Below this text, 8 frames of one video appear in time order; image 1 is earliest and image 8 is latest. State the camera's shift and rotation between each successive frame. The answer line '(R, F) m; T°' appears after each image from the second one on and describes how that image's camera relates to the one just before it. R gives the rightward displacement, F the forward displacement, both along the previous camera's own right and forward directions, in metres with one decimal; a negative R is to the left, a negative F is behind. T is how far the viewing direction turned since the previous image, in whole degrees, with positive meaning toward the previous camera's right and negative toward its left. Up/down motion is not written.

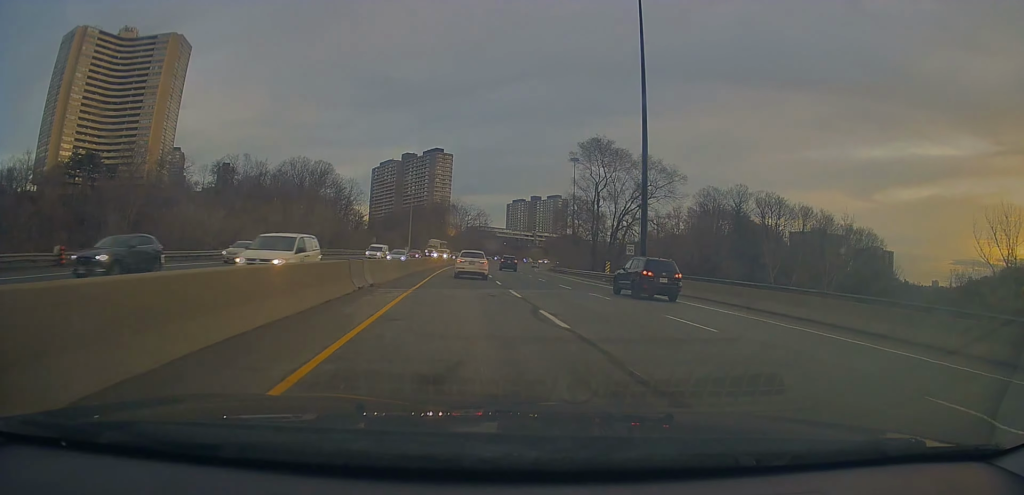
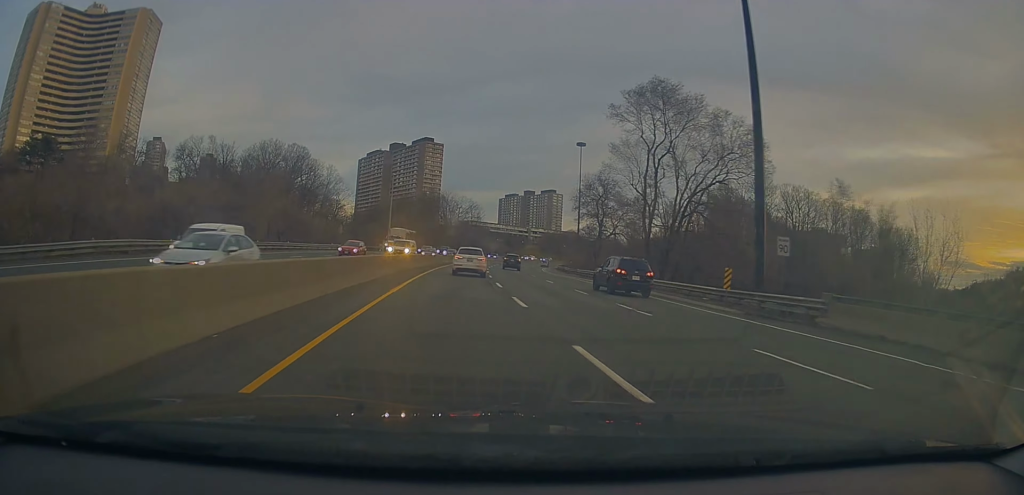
(0.0, +21.8) m; +1°
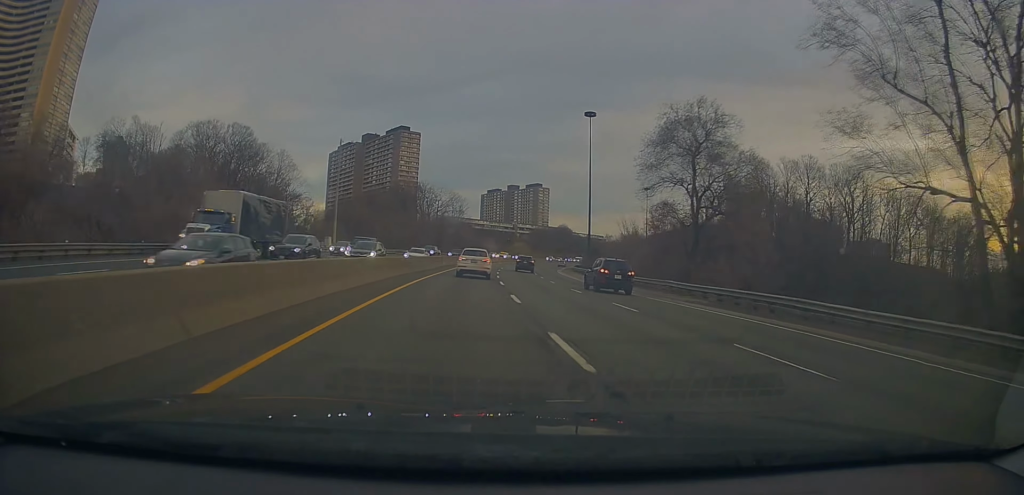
(+0.7, +33.9) m; +2°
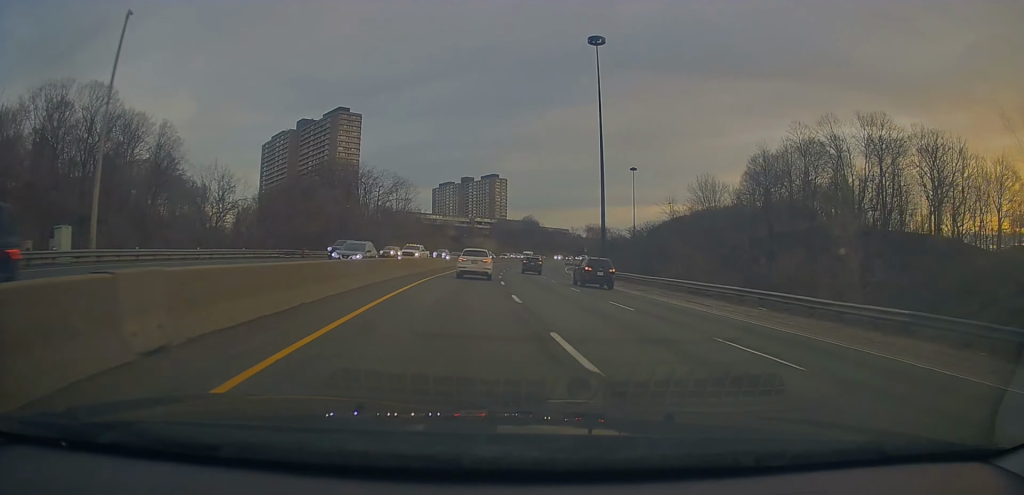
(+1.8, +45.0) m; +5°
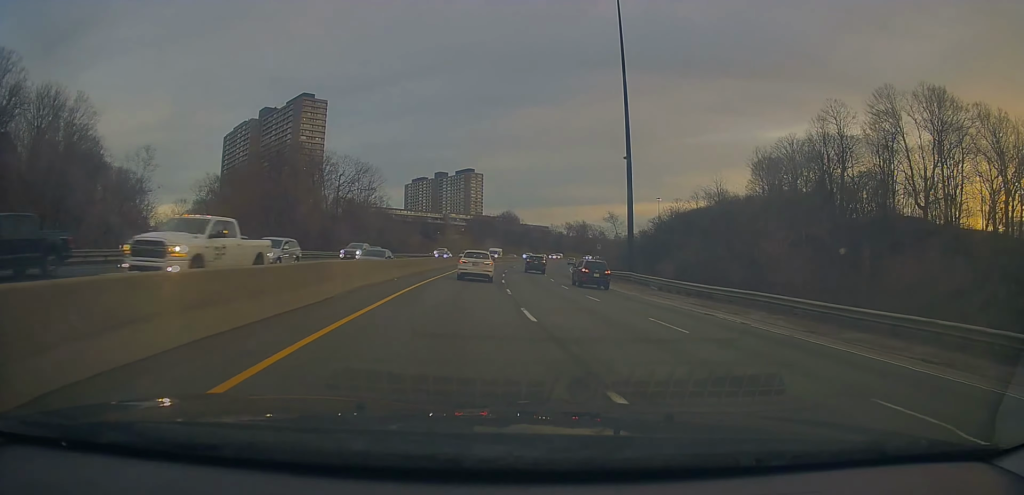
(+0.5, +23.2) m; +2°
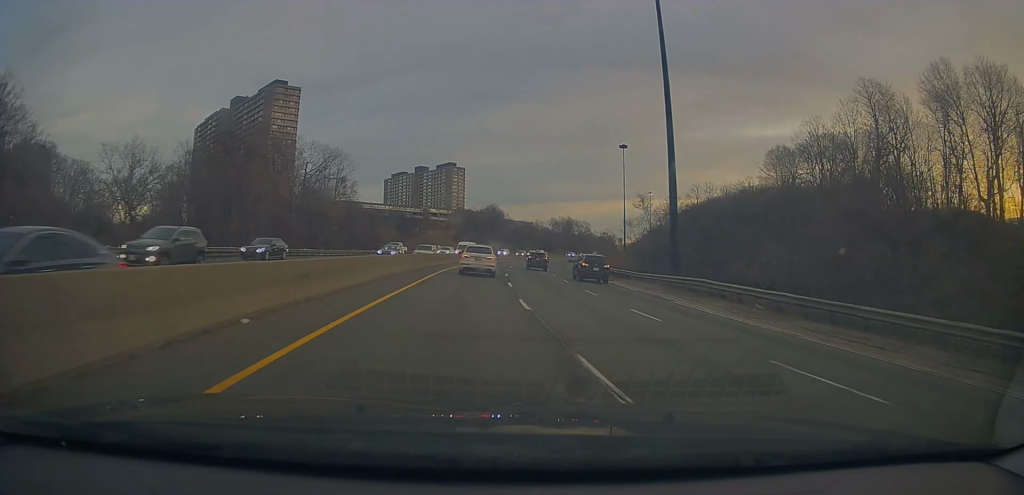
(0.0, +16.2) m; +2°
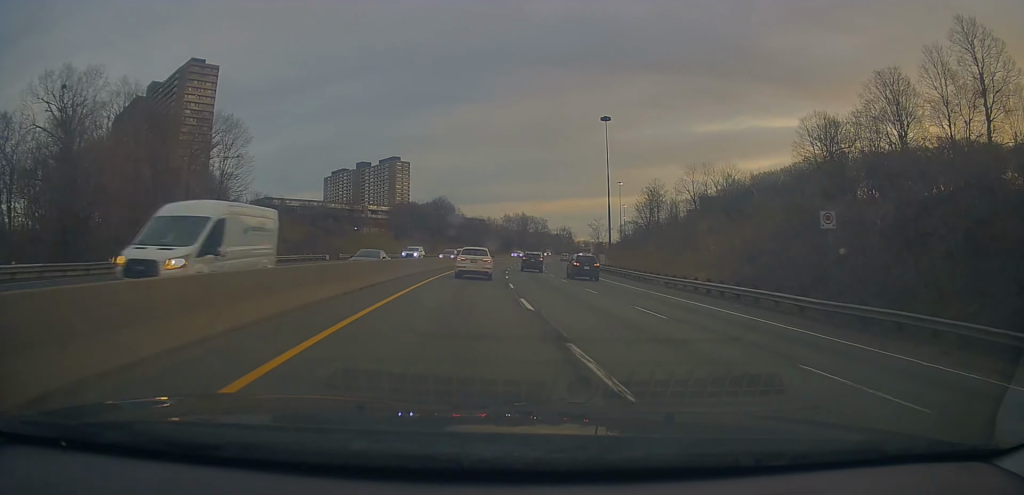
(+1.7, +36.6) m; +5°
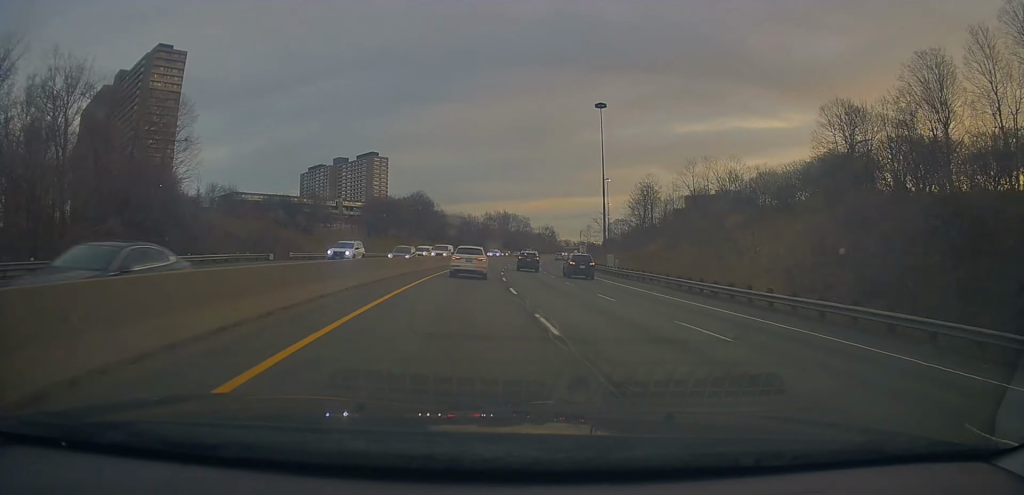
(+0.3, +13.4) m; +2°
